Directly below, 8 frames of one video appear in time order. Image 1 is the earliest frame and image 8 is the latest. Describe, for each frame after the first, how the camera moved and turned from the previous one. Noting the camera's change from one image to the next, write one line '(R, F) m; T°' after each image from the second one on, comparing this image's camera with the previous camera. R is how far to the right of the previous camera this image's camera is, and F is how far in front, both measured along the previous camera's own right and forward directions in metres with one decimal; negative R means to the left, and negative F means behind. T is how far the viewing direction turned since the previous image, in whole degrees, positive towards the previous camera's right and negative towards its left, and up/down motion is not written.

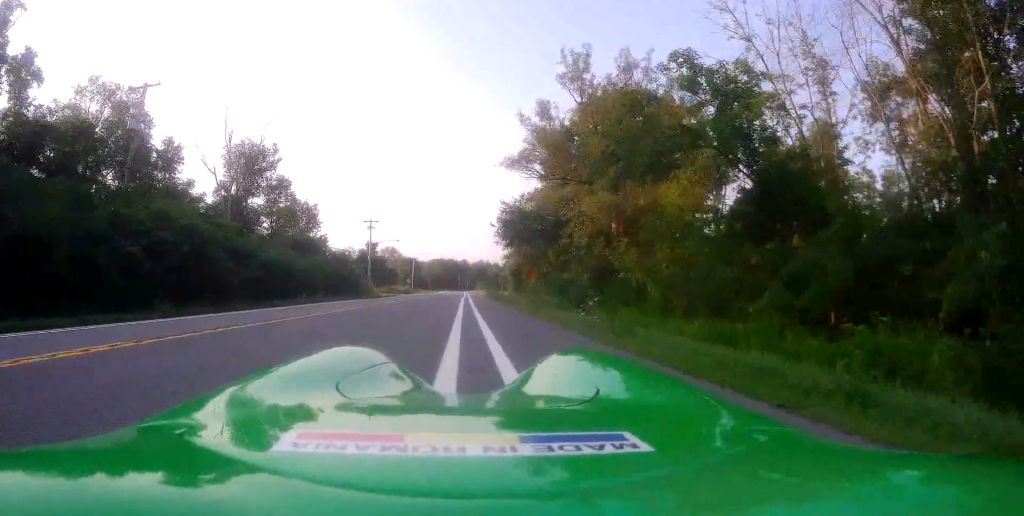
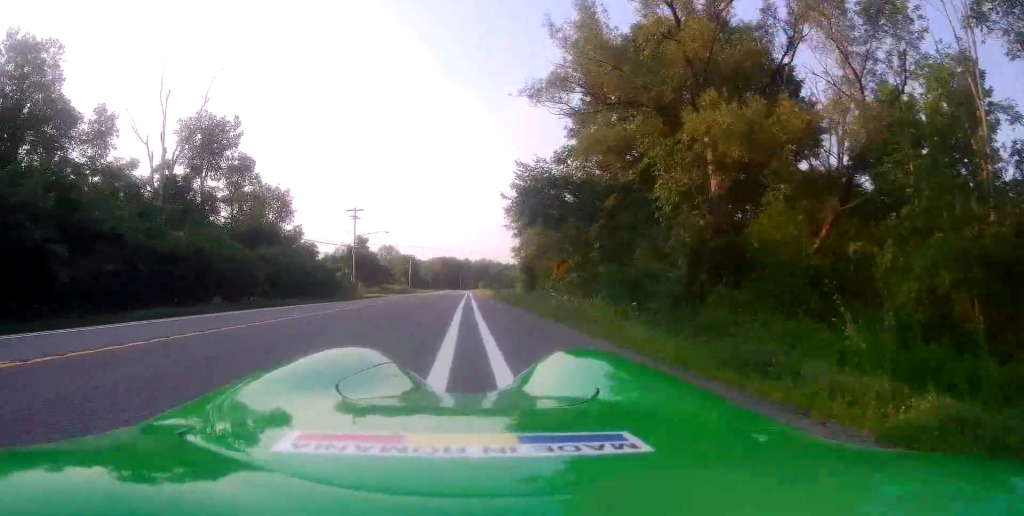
(-0.4, +14.3) m; 0°
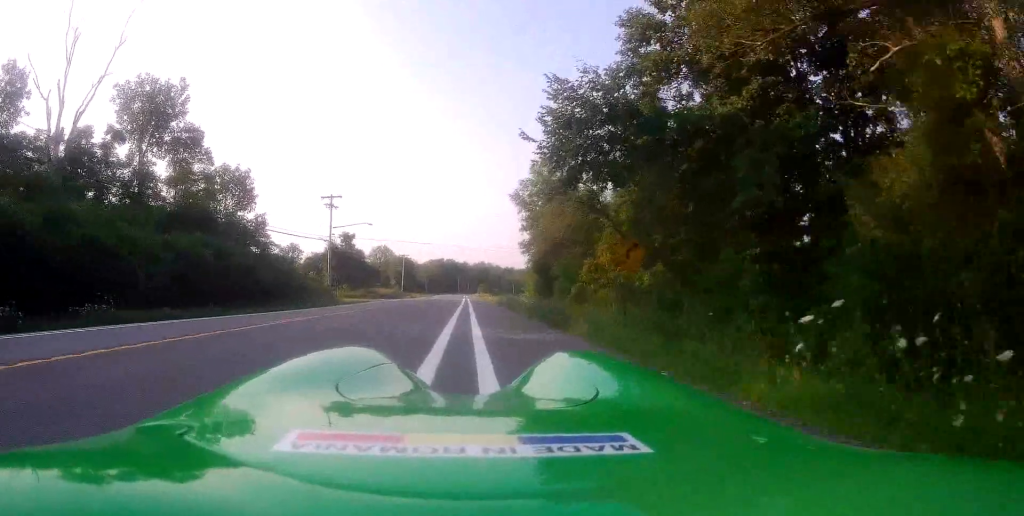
(+0.5, +13.9) m; +1°
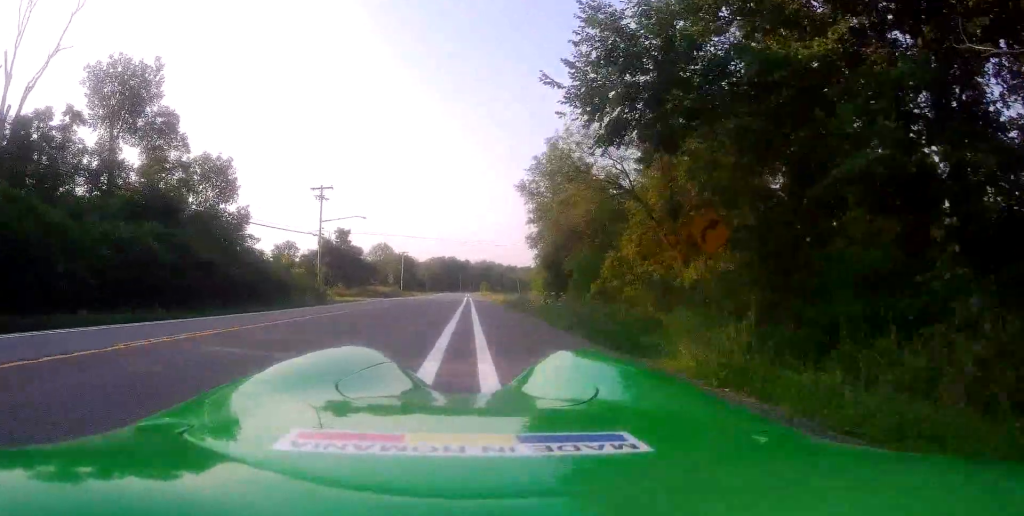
(0.0, +5.6) m; -1°
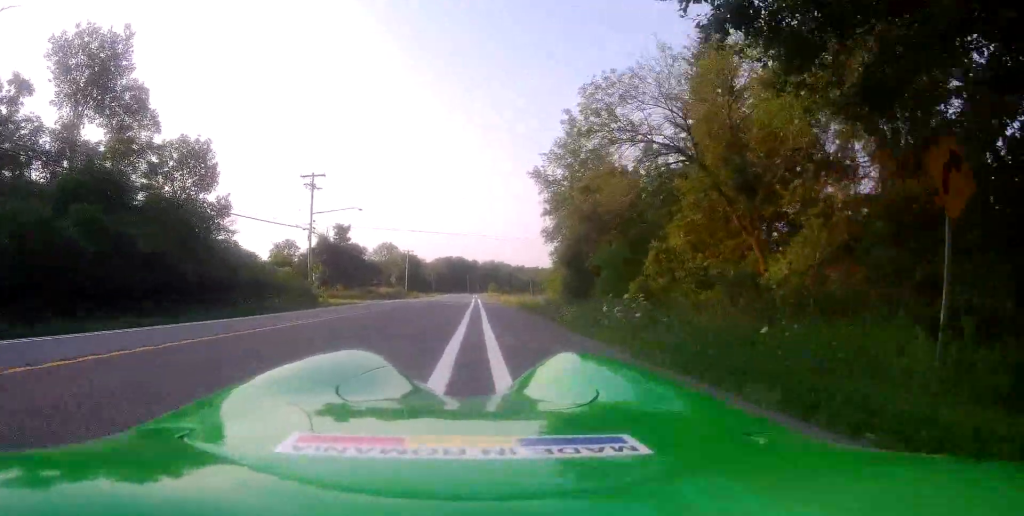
(-0.1, +6.5) m; 0°
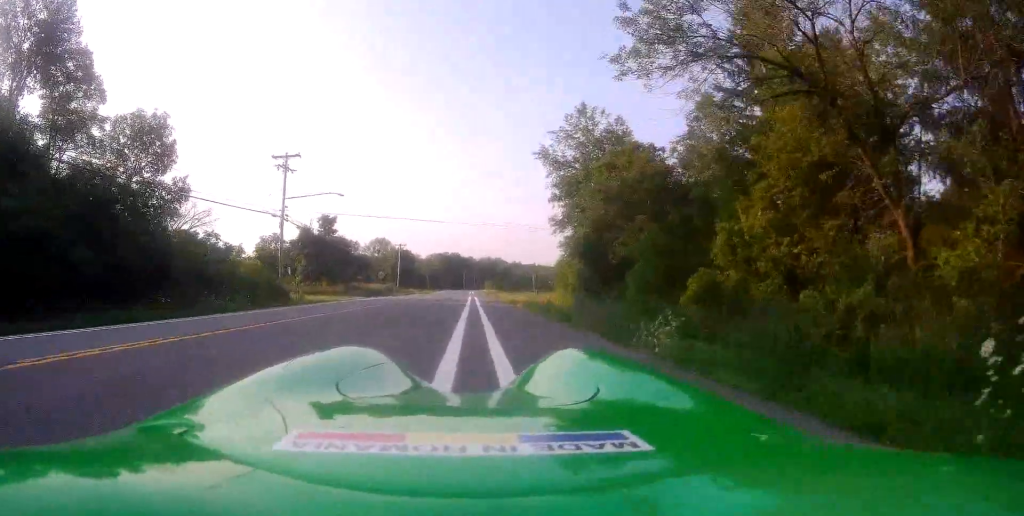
(-0.1, +7.8) m; 0°
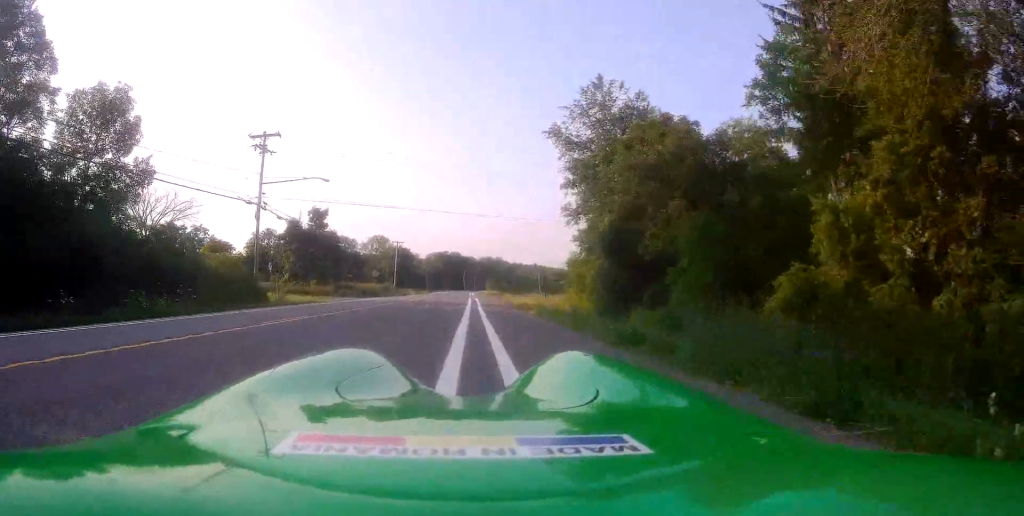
(+0.1, +5.9) m; +1°
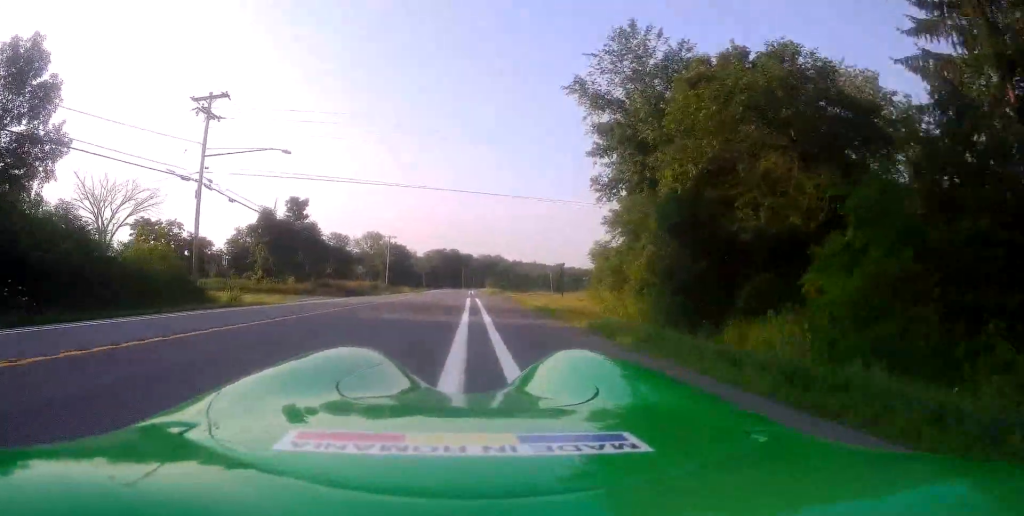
(0.0, +9.5) m; -1°
